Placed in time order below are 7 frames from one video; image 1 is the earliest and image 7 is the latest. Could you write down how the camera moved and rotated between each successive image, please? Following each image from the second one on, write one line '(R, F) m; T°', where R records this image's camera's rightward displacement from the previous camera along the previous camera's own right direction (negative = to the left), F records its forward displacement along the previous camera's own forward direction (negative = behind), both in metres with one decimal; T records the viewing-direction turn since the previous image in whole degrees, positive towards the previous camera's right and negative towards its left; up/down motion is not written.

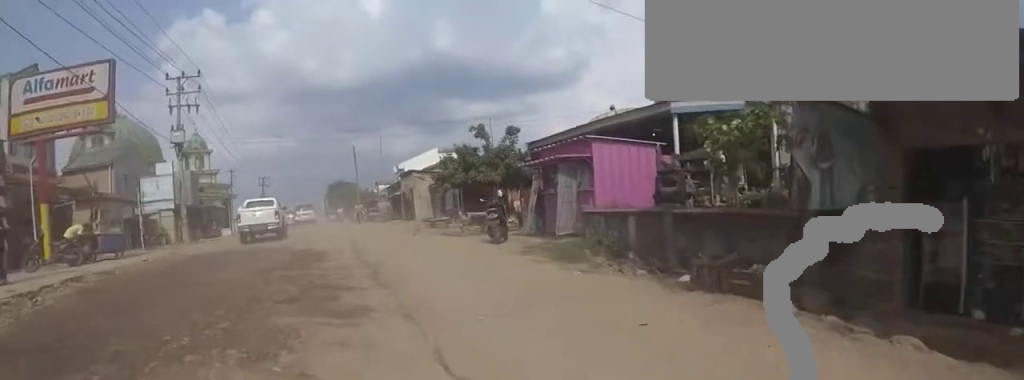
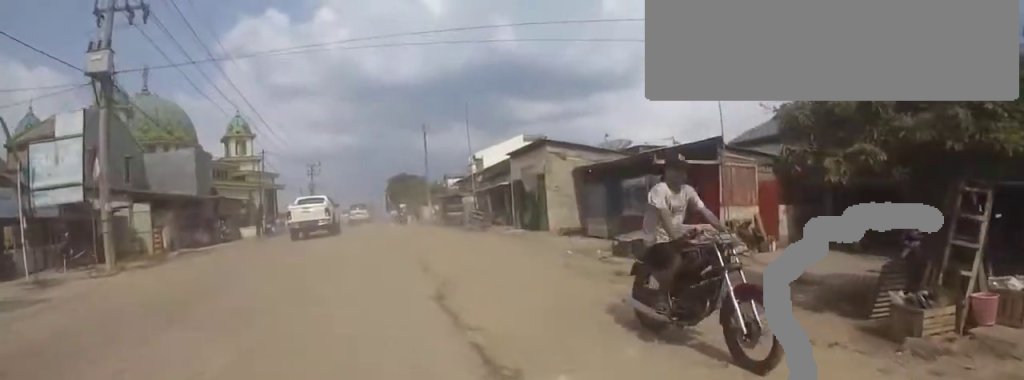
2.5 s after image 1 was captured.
(+0.4, +12.7) m; -10°
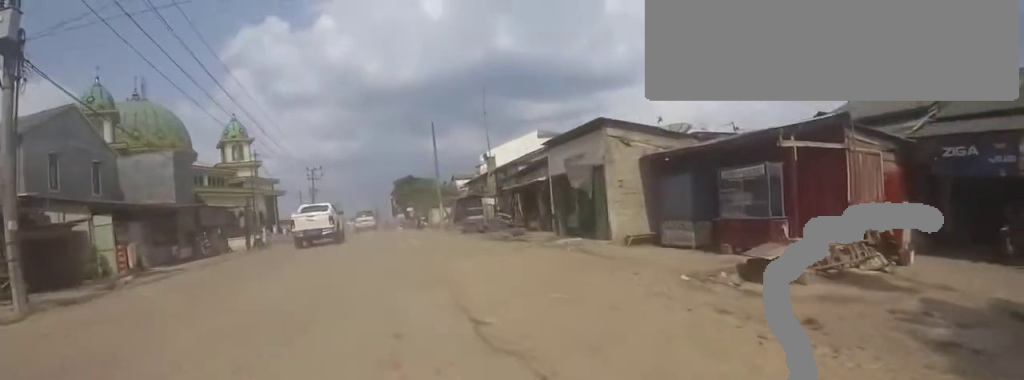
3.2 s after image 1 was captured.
(-0.1, +4.1) m; -1°
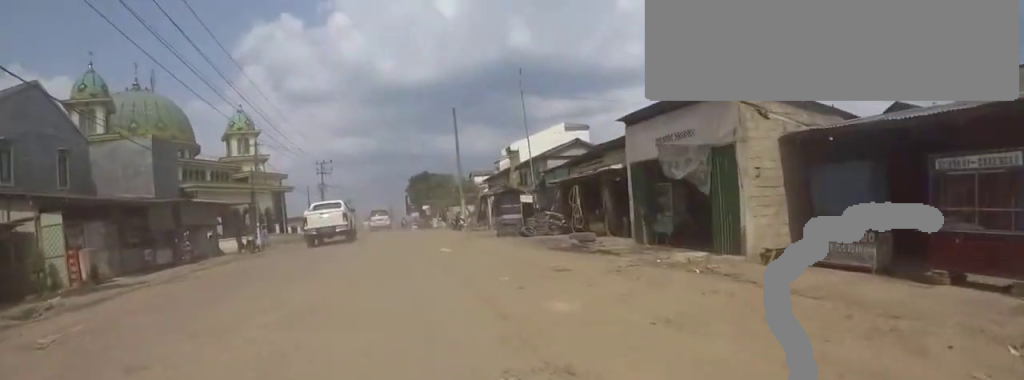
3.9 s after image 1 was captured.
(0.0, +4.2) m; 0°
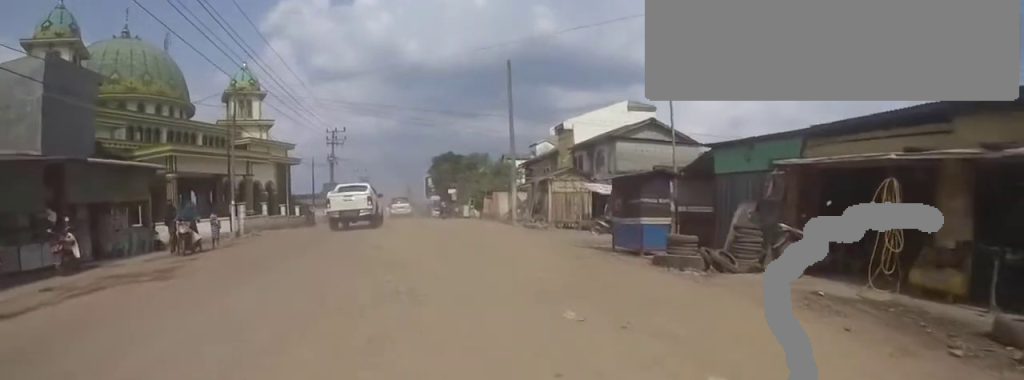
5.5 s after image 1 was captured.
(0.0, +9.1) m; 0°
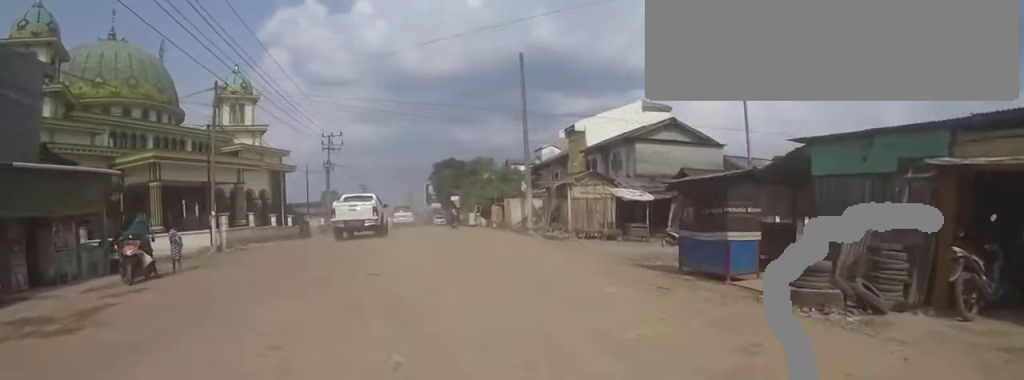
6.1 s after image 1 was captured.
(0.0, +3.1) m; 0°
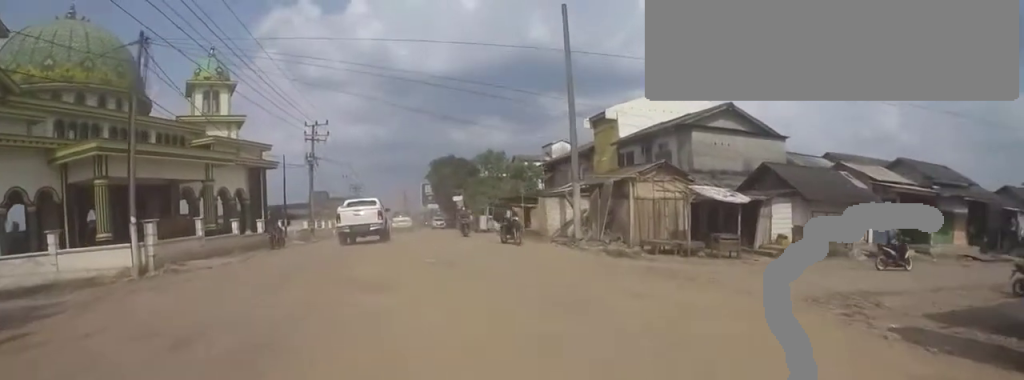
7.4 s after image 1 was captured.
(0.0, +7.1) m; 0°
